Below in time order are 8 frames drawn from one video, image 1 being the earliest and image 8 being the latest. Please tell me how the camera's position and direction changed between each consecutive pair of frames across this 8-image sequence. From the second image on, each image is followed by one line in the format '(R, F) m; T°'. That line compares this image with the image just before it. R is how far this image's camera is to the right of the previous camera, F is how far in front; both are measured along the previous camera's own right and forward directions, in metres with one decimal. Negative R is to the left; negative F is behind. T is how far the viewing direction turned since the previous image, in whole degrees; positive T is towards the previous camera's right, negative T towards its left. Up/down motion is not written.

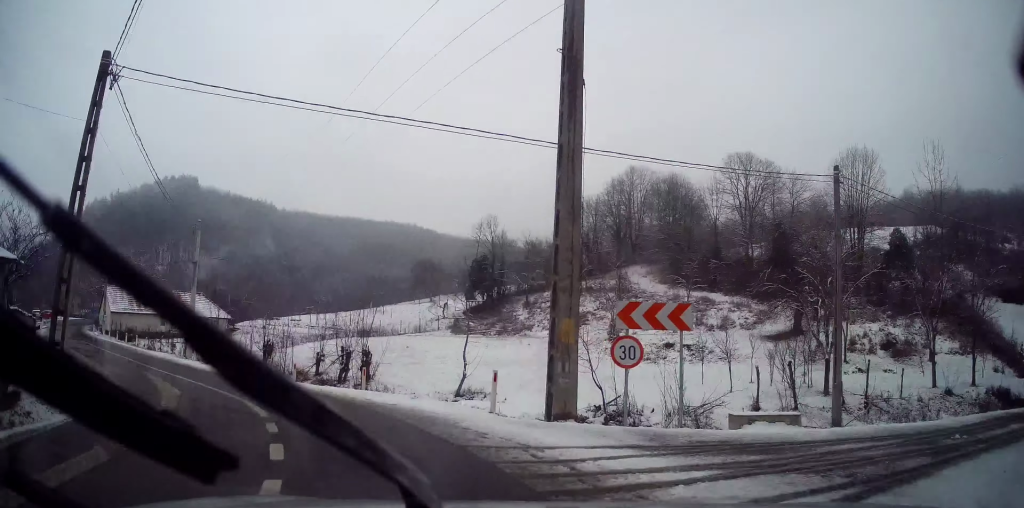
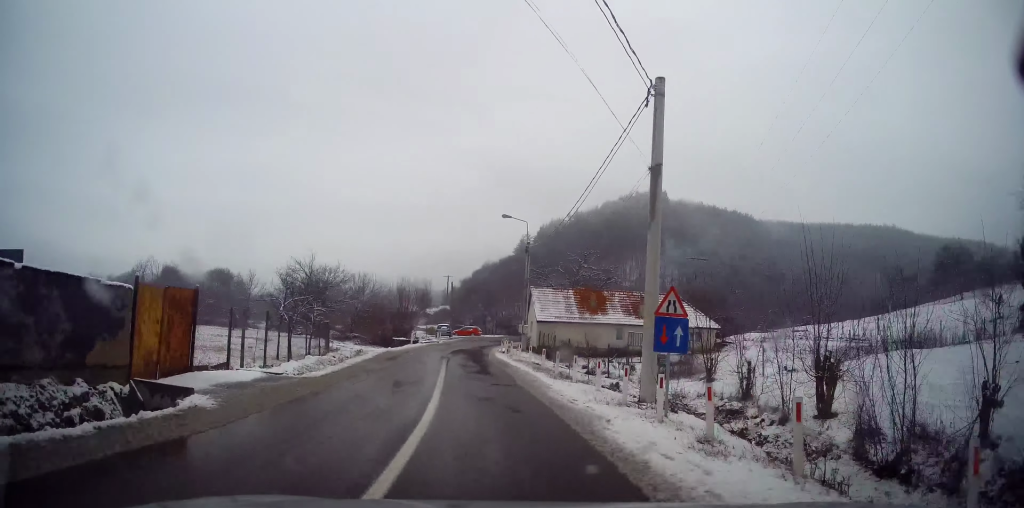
(-9.8, +19.0) m; -47°
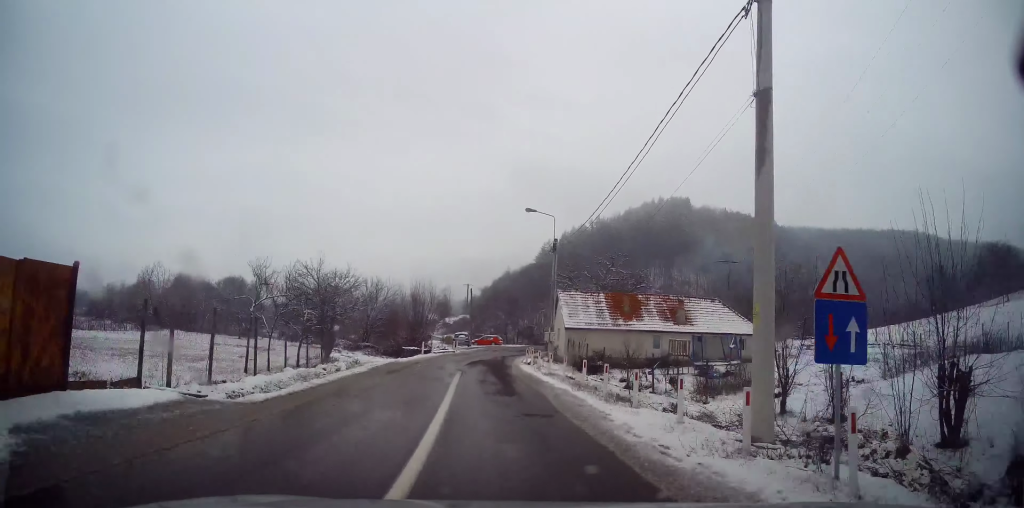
(-0.5, +4.5) m; -4°
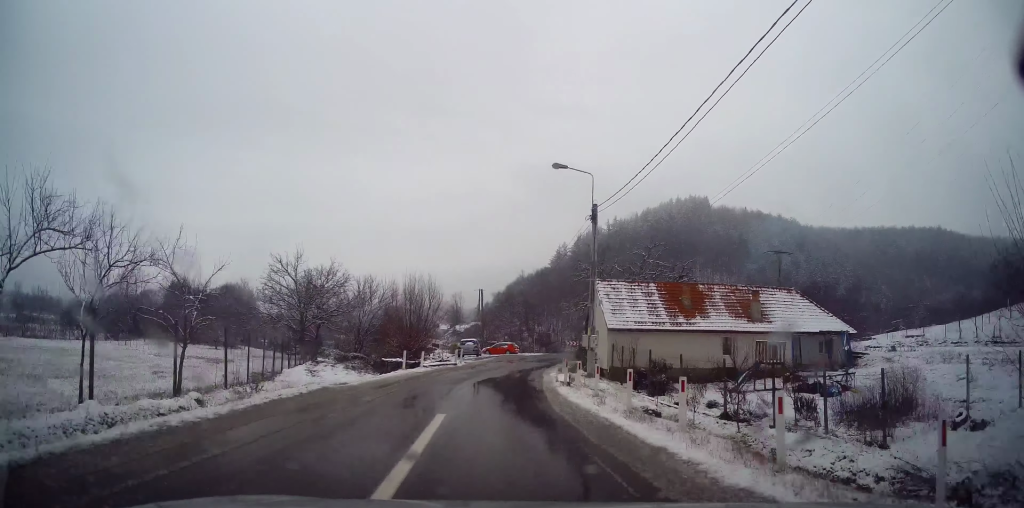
(-0.5, +9.8) m; -4°
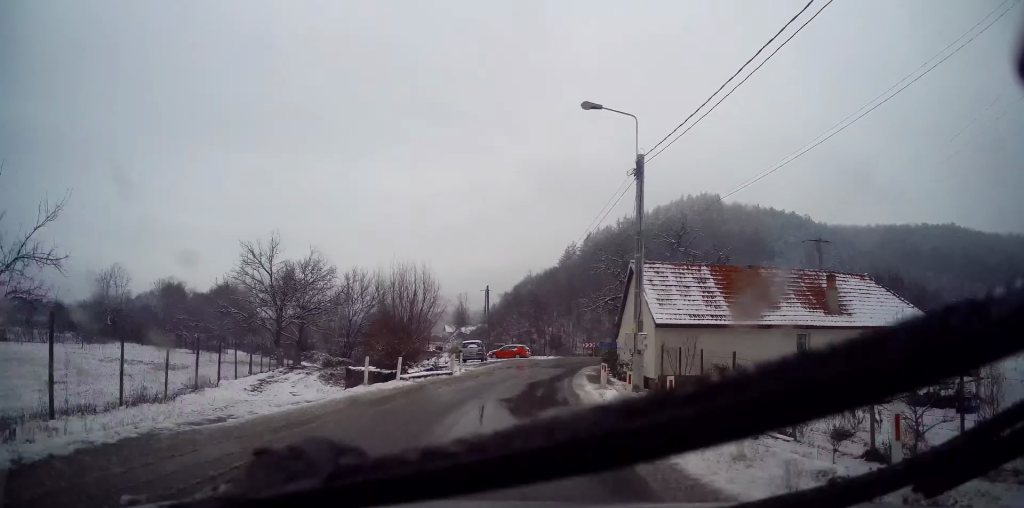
(0.0, +6.8) m; -1°
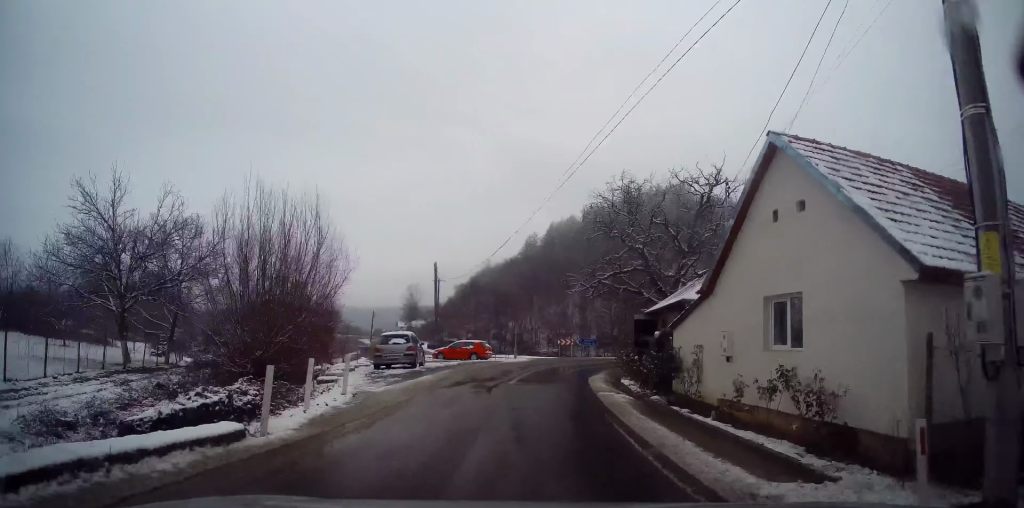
(-0.2, +15.1) m; +3°
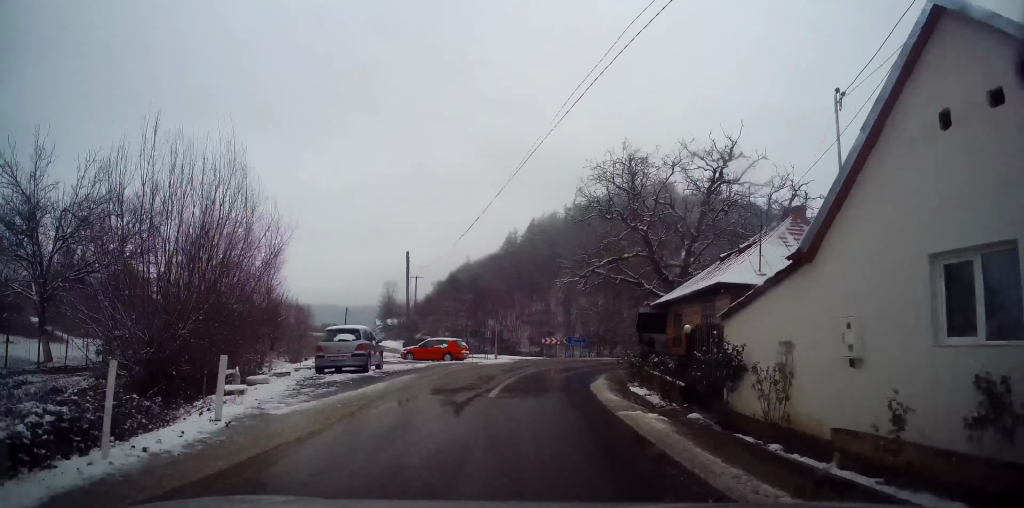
(0.0, +4.8) m; +2°
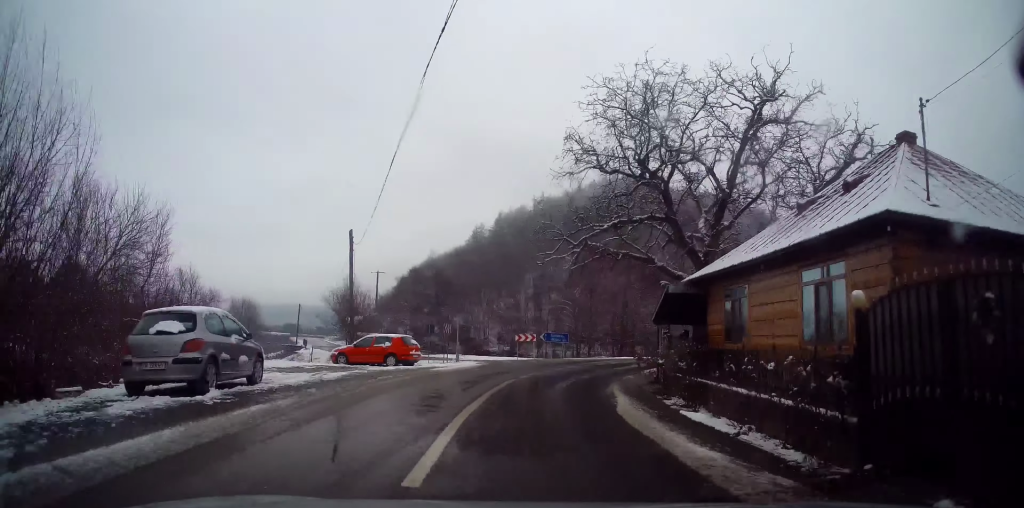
(+0.4, +8.0) m; +4°
